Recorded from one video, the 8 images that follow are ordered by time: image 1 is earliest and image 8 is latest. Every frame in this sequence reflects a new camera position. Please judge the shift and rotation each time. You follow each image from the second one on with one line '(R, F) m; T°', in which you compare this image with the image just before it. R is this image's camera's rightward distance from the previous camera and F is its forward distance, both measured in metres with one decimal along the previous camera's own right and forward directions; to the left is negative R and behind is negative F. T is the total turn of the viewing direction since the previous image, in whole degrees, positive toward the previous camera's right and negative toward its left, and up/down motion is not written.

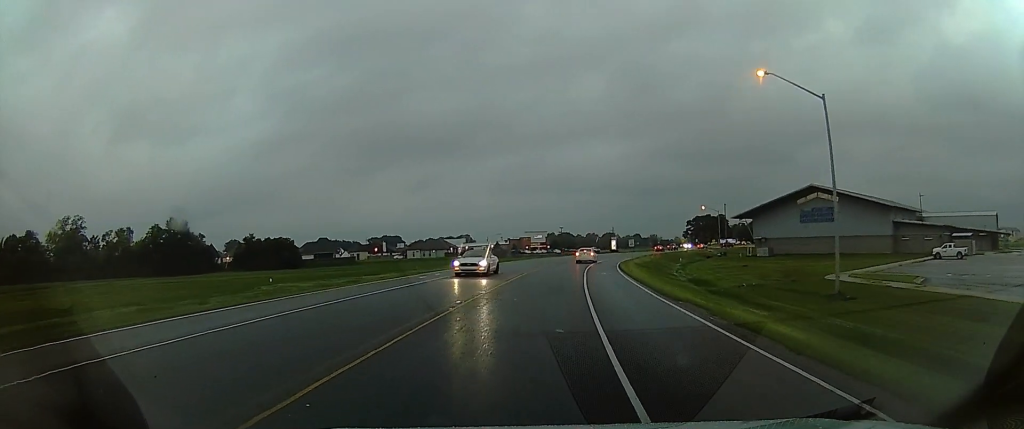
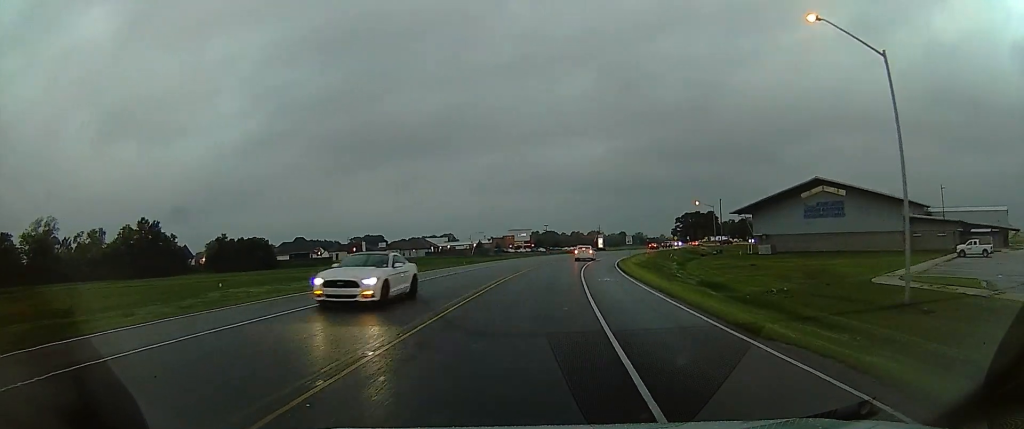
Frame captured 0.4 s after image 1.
(0.0, +7.9) m; +2°
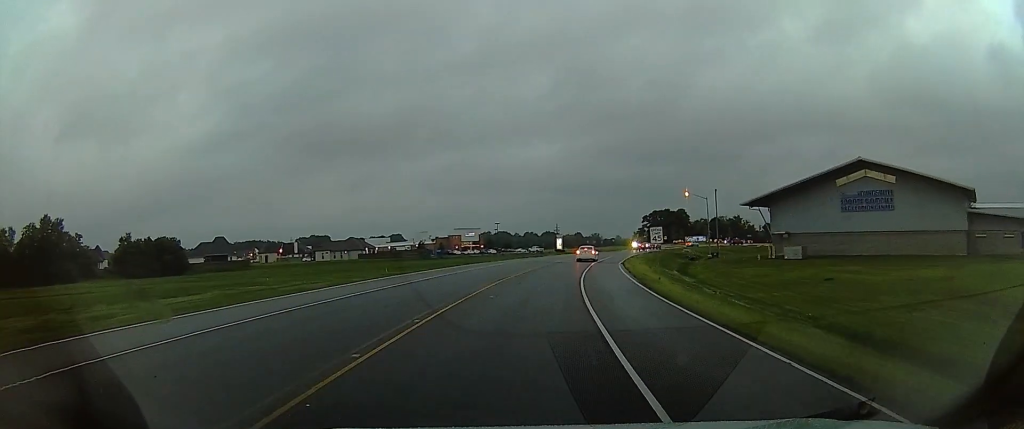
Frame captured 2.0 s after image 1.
(+2.4, +27.4) m; +7°
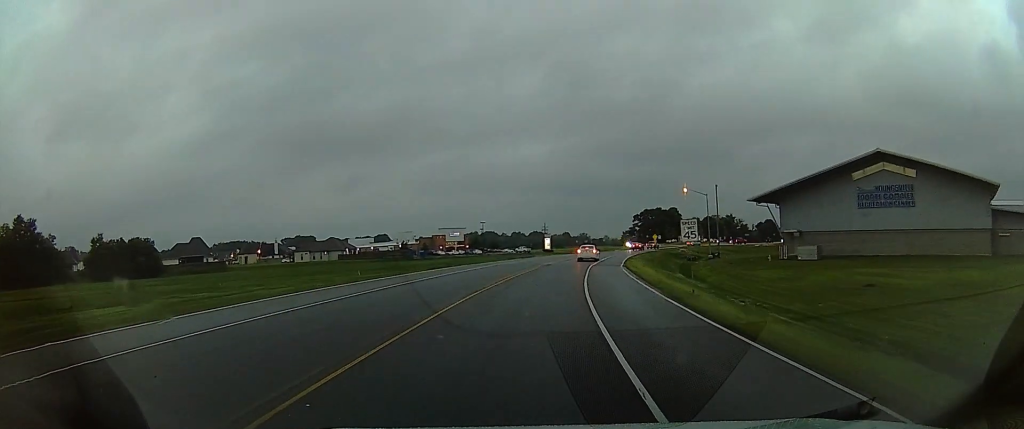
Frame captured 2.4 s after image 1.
(-0.1, +7.5) m; +1°
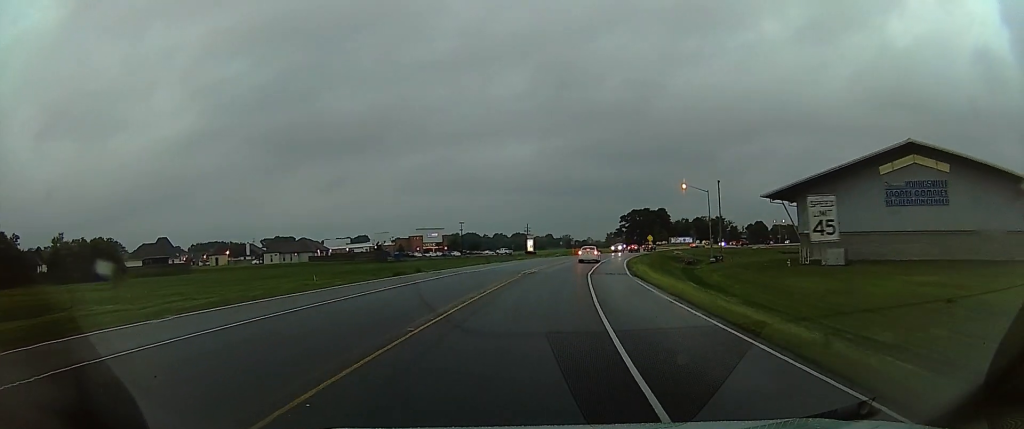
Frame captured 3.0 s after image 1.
(-0.8, +10.2) m; +2°
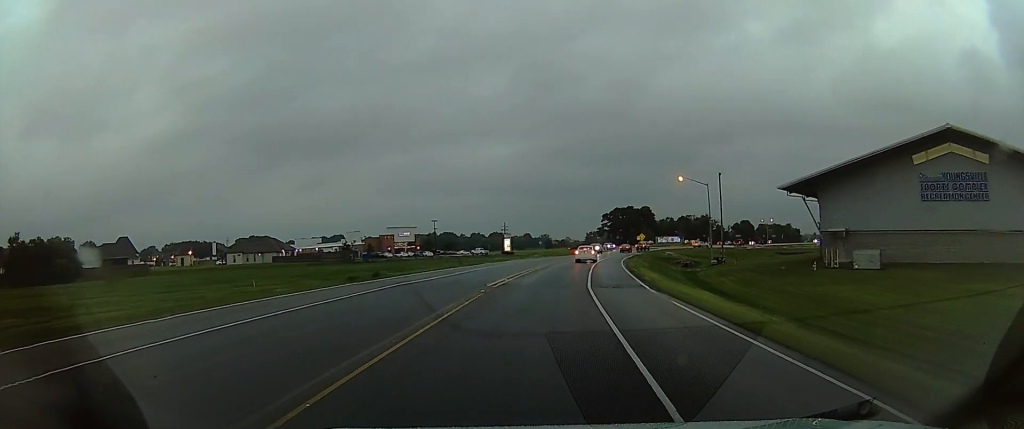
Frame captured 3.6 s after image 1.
(+0.9, +10.4) m; +4°
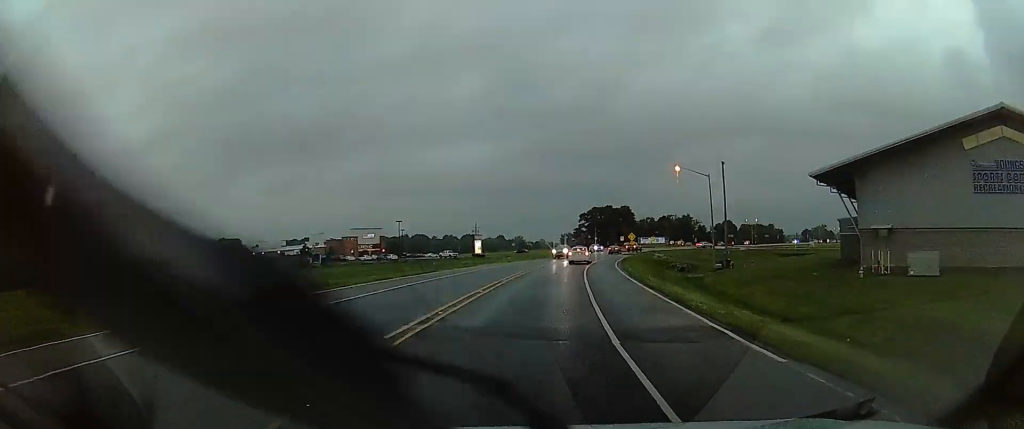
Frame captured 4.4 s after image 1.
(+0.7, +12.4) m; +3°
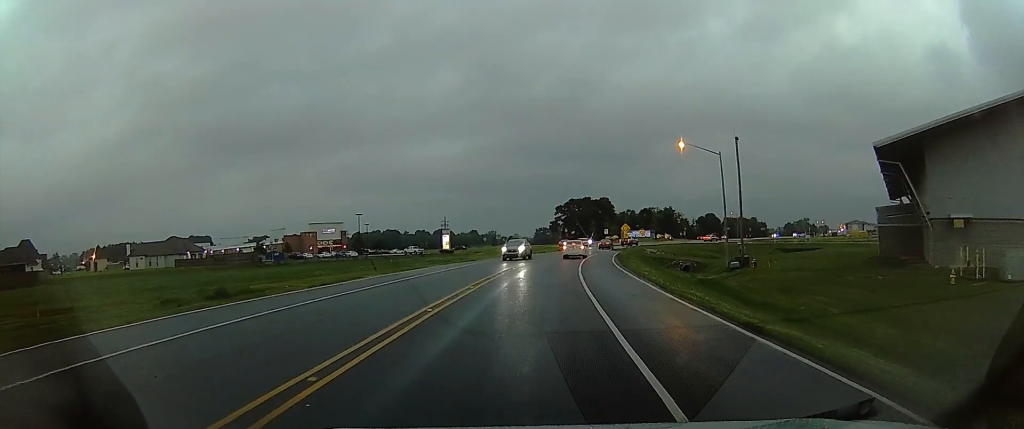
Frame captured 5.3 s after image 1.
(0.0, +13.5) m; 0°
